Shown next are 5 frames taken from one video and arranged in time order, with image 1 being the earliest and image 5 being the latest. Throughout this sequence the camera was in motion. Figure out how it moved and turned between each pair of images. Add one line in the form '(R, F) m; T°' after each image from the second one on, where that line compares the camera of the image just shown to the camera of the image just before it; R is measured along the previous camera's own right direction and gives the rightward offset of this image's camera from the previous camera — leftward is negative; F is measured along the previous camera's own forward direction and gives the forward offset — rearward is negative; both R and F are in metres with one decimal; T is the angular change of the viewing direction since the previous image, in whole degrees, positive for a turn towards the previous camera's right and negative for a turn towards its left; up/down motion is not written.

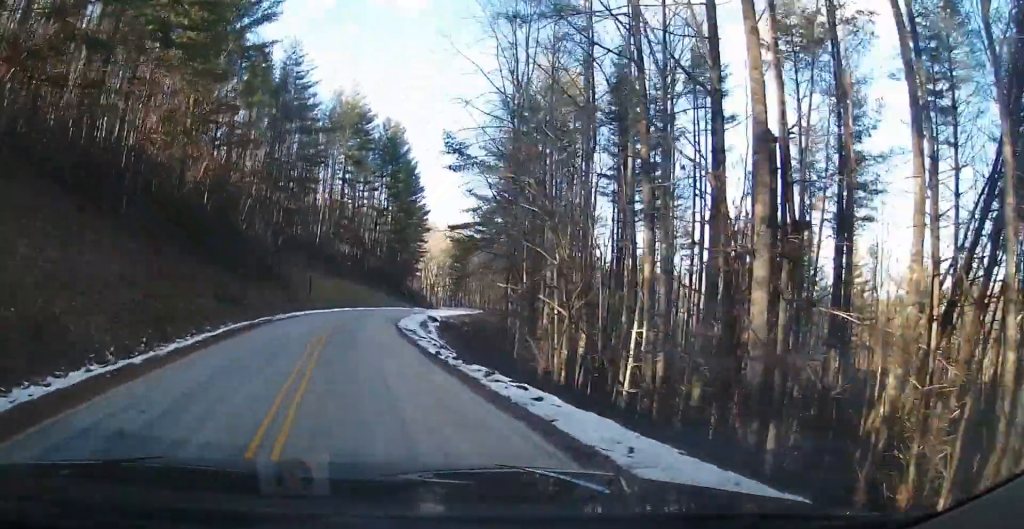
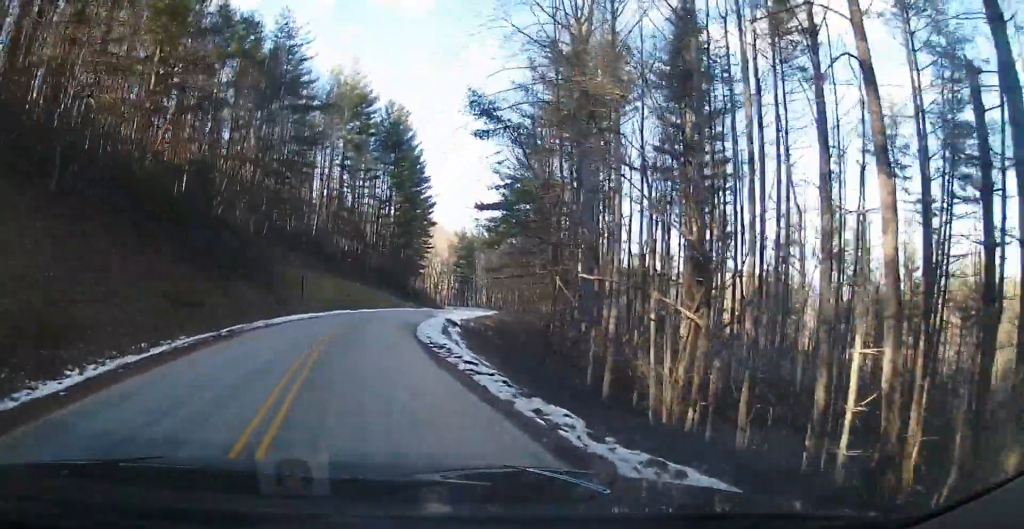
(+0.2, +7.6) m; +1°
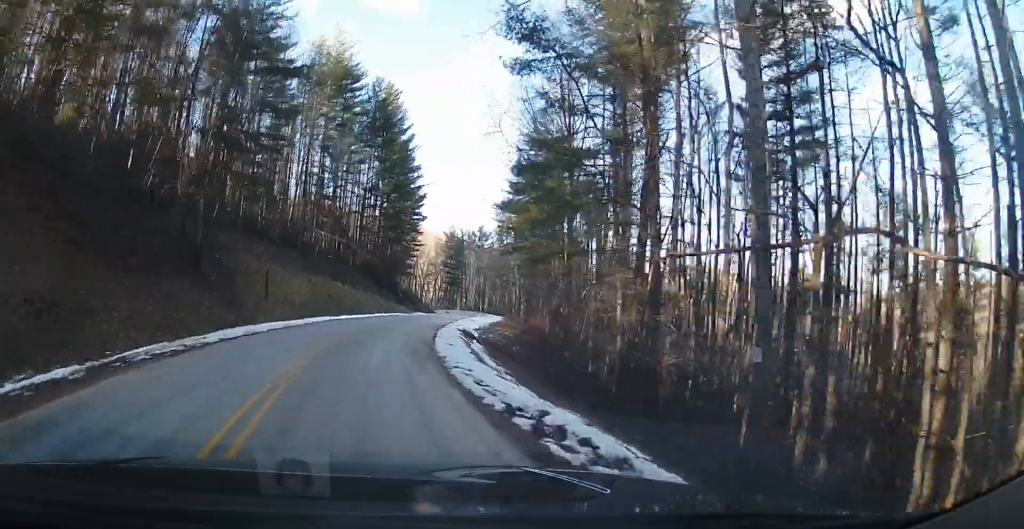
(-0.1, +9.7) m; 0°
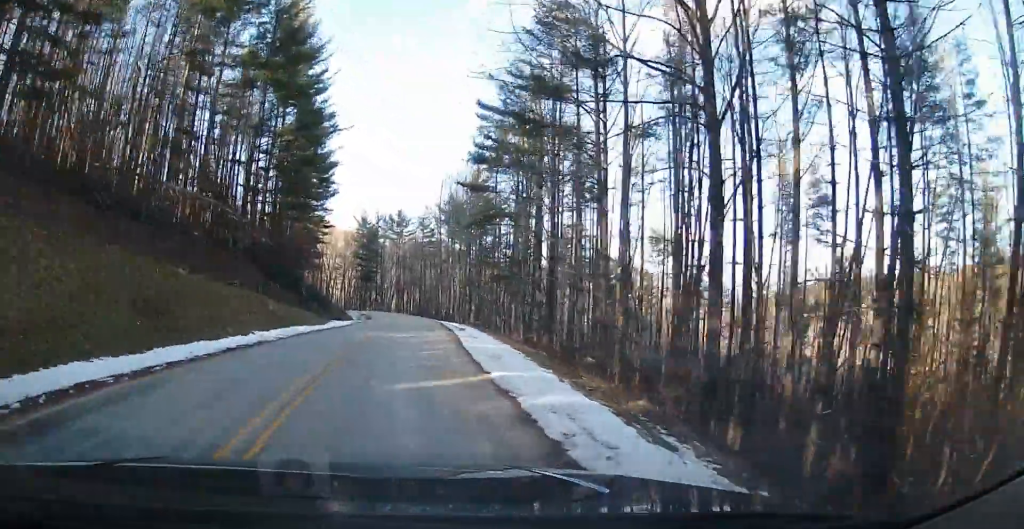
(+1.0, +25.9) m; +8°
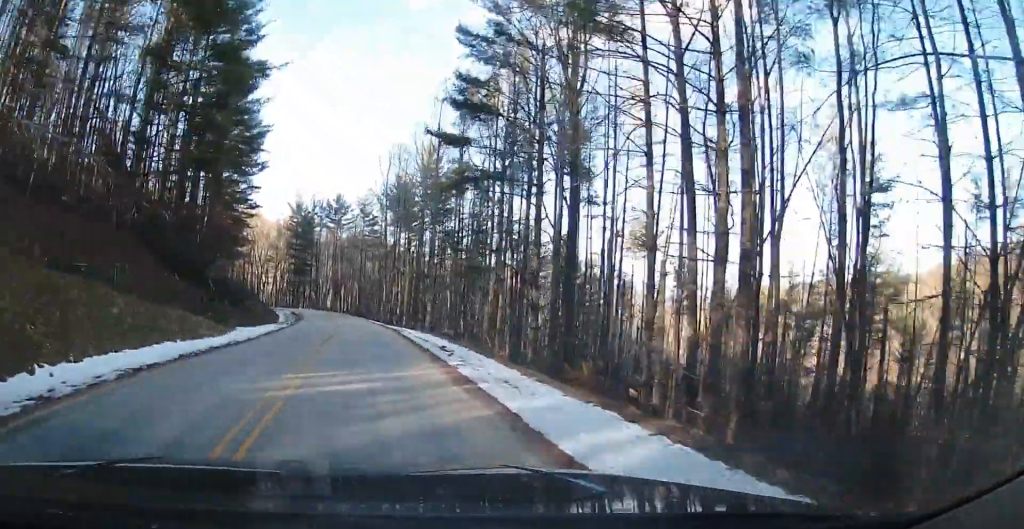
(+1.3, +14.6) m; +4°
